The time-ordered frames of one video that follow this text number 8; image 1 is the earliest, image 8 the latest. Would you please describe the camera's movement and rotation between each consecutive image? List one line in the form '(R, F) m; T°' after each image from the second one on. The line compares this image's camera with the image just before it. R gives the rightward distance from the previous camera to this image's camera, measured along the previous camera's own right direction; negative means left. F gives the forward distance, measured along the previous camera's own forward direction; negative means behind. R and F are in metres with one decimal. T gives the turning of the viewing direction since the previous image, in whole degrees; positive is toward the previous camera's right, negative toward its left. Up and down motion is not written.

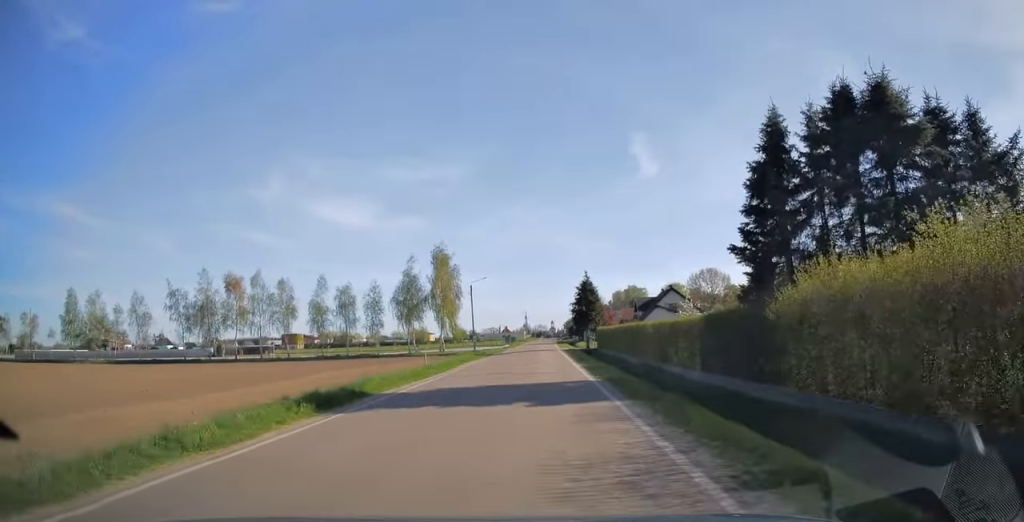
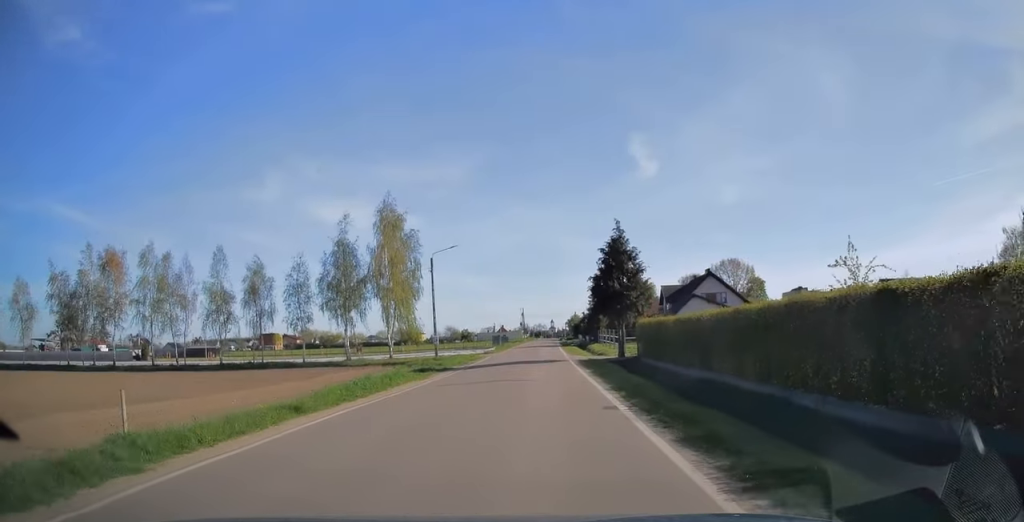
(-0.1, +25.1) m; 0°
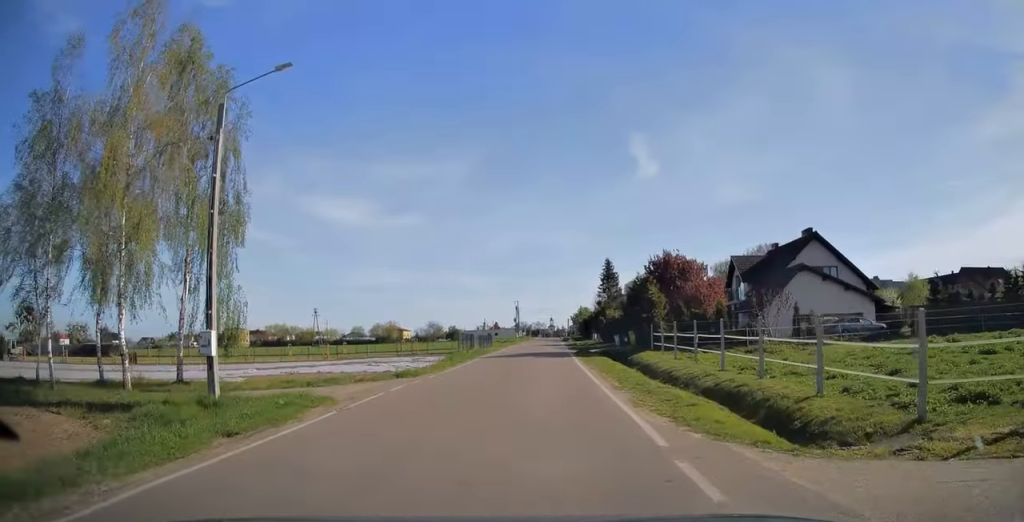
(+0.1, +32.6) m; 0°
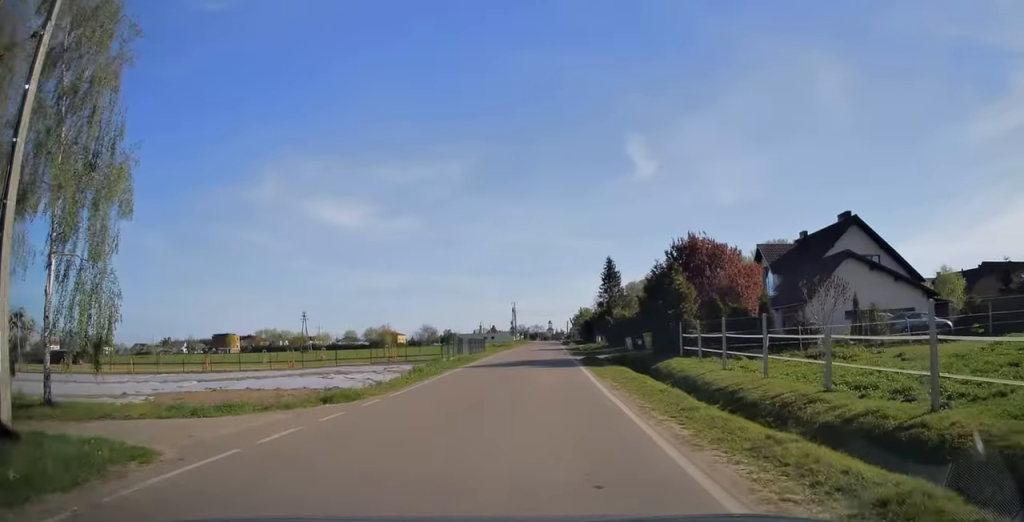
(0.0, +7.4) m; 0°
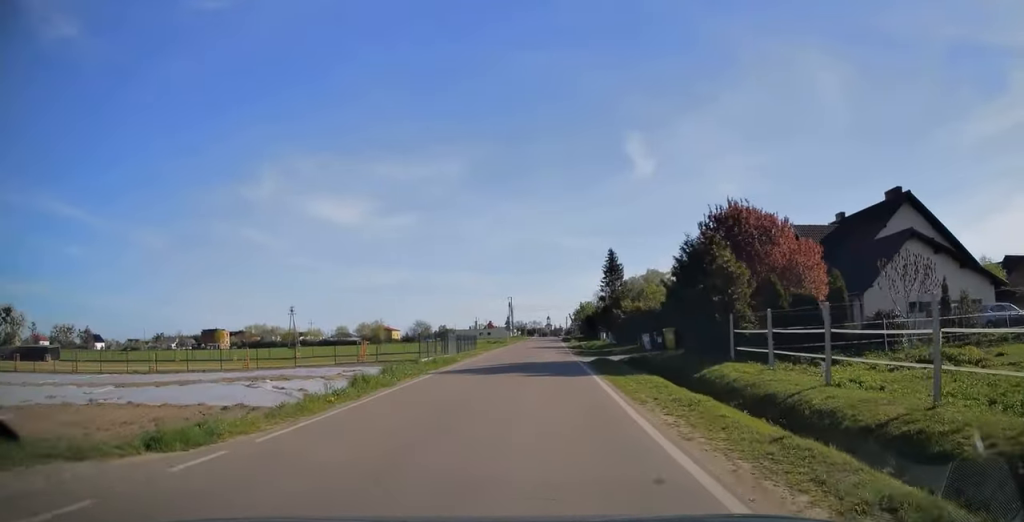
(0.0, +7.2) m; 0°
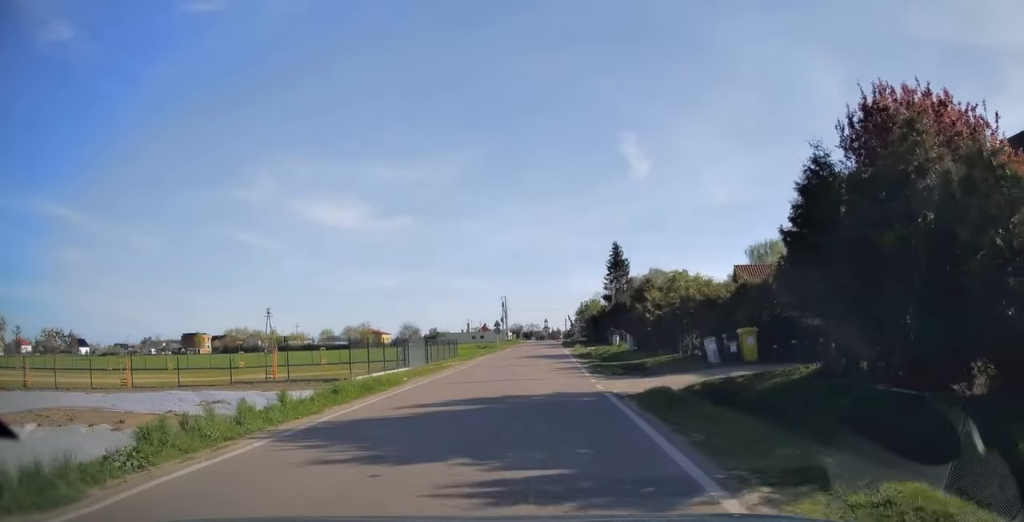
(0.0, +12.7) m; 0°
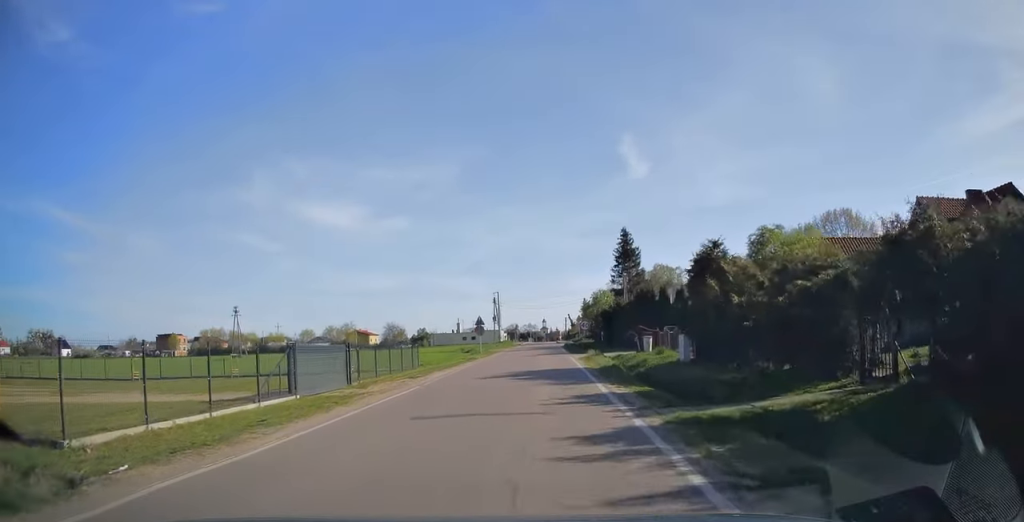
(0.0, +15.5) m; 0°
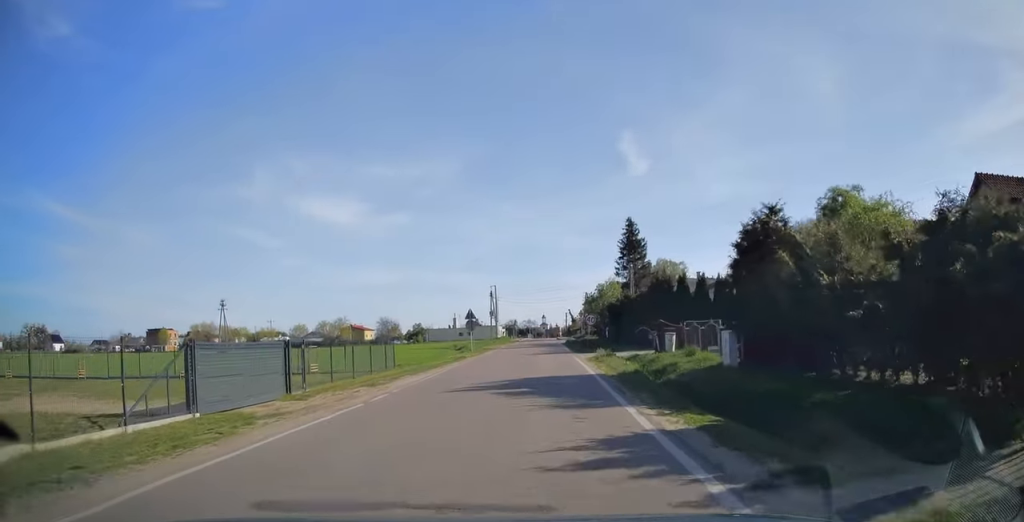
(0.0, +5.9) m; 0°
